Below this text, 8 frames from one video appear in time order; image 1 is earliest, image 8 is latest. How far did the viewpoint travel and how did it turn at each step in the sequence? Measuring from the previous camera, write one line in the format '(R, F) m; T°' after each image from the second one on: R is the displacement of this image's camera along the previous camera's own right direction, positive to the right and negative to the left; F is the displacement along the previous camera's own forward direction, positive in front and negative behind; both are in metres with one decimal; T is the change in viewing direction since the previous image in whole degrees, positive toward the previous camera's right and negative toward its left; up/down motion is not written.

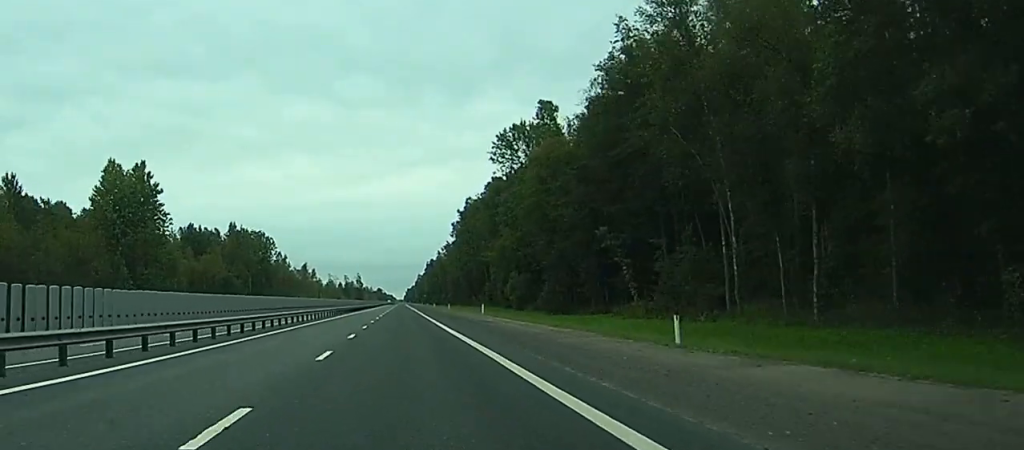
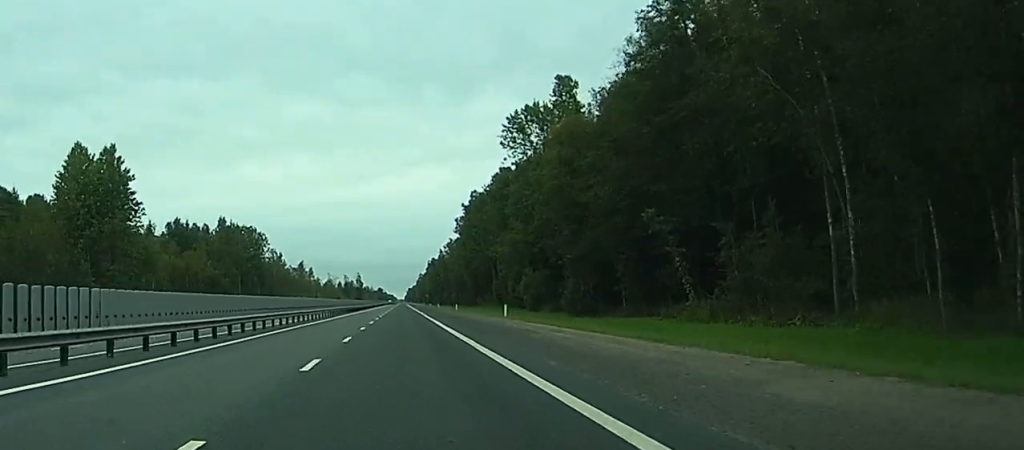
(0.0, +14.9) m; 0°
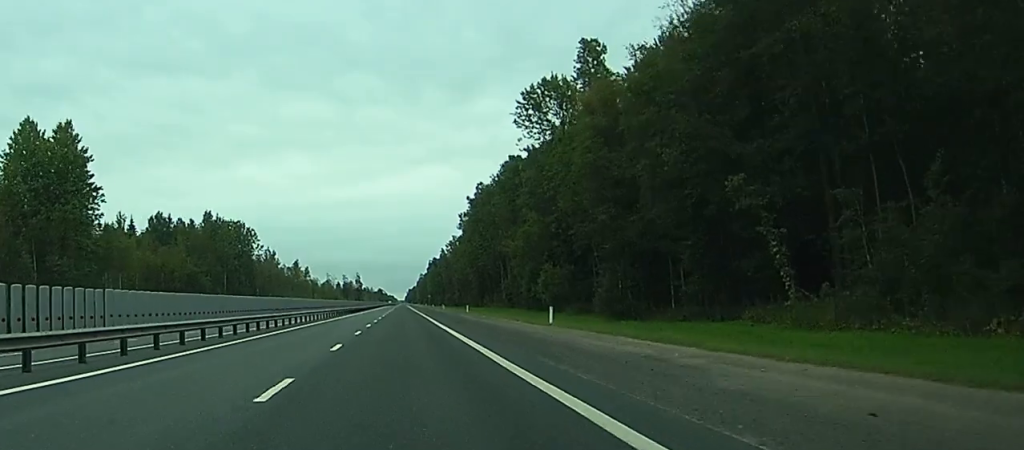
(0.0, +16.9) m; 0°
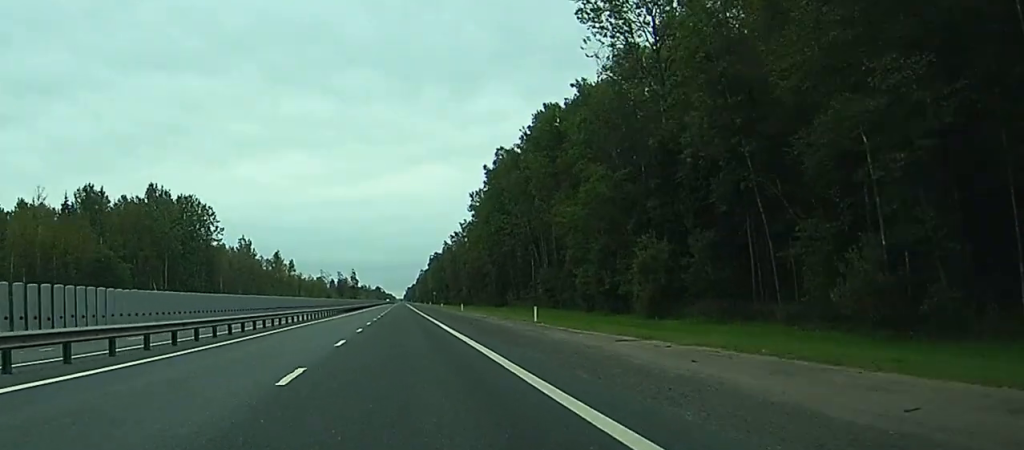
(-0.1, +45.7) m; -1°
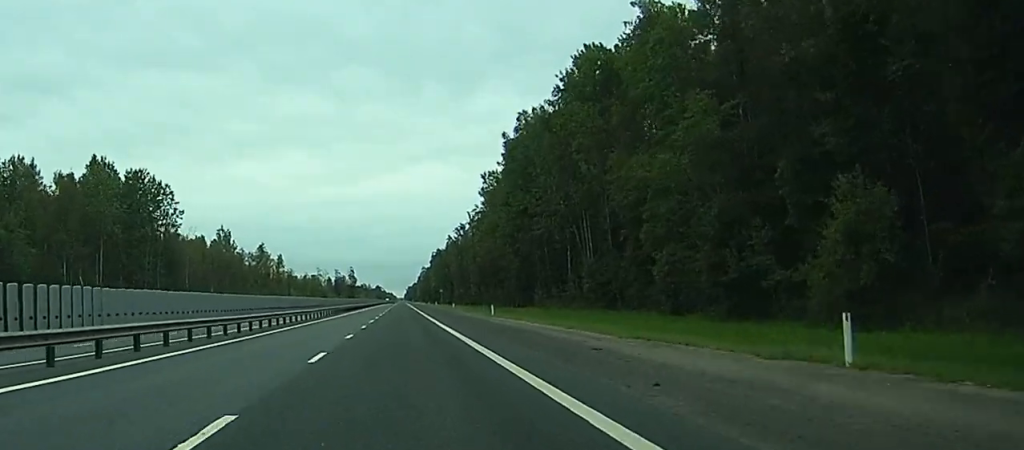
(-0.1, +30.8) m; 0°
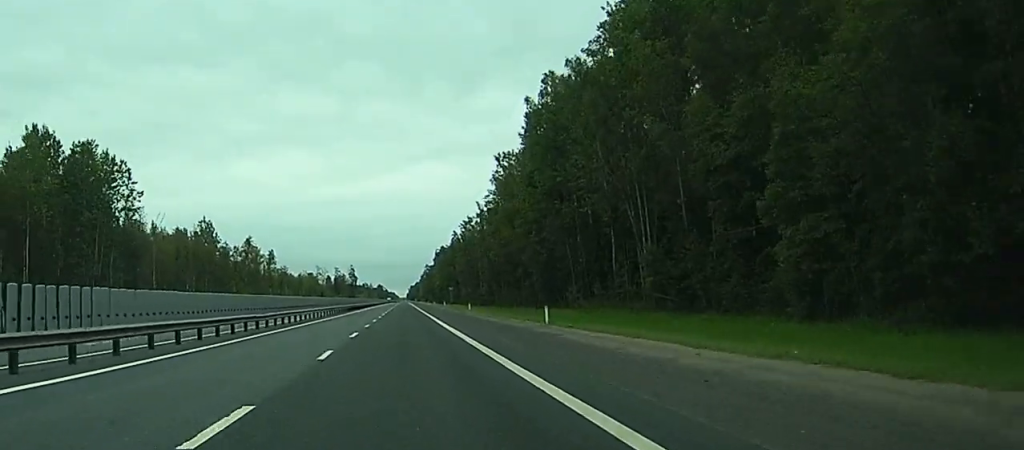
(0.0, +22.8) m; 0°
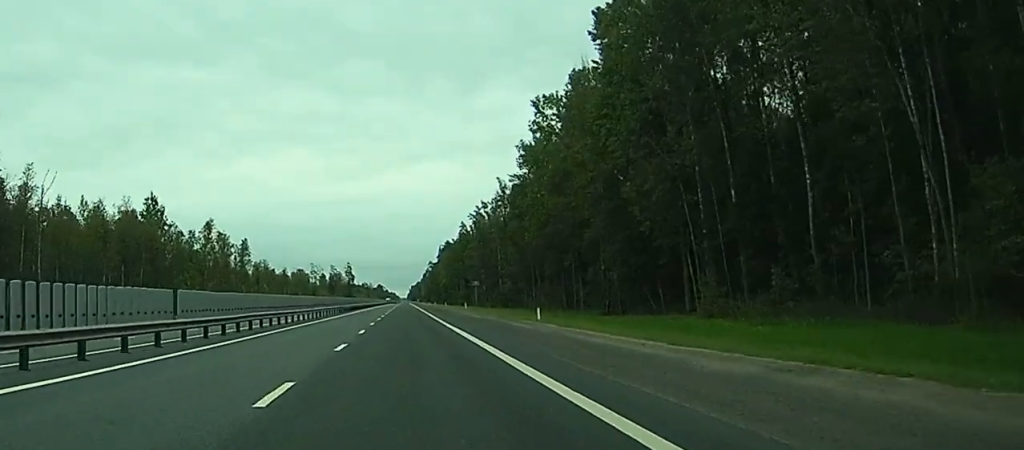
(+0.1, +44.5) m; 0°
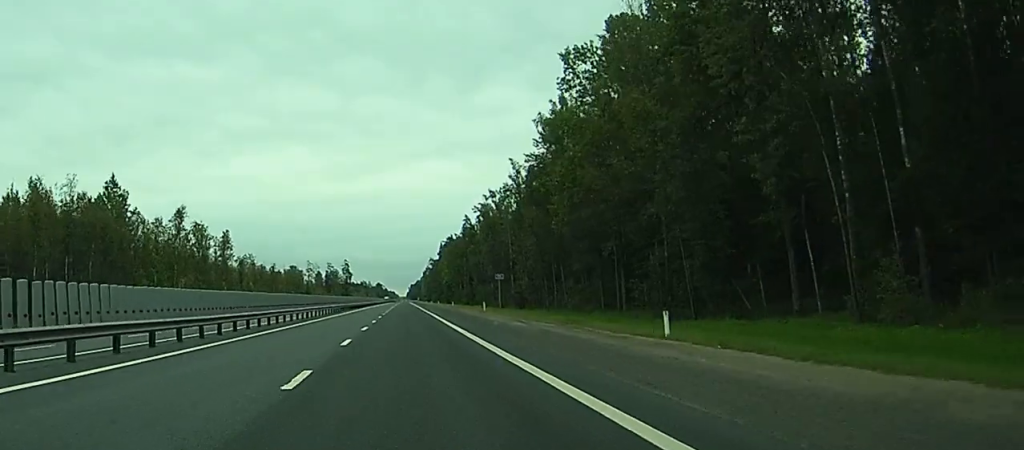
(0.0, +21.6) m; 0°
